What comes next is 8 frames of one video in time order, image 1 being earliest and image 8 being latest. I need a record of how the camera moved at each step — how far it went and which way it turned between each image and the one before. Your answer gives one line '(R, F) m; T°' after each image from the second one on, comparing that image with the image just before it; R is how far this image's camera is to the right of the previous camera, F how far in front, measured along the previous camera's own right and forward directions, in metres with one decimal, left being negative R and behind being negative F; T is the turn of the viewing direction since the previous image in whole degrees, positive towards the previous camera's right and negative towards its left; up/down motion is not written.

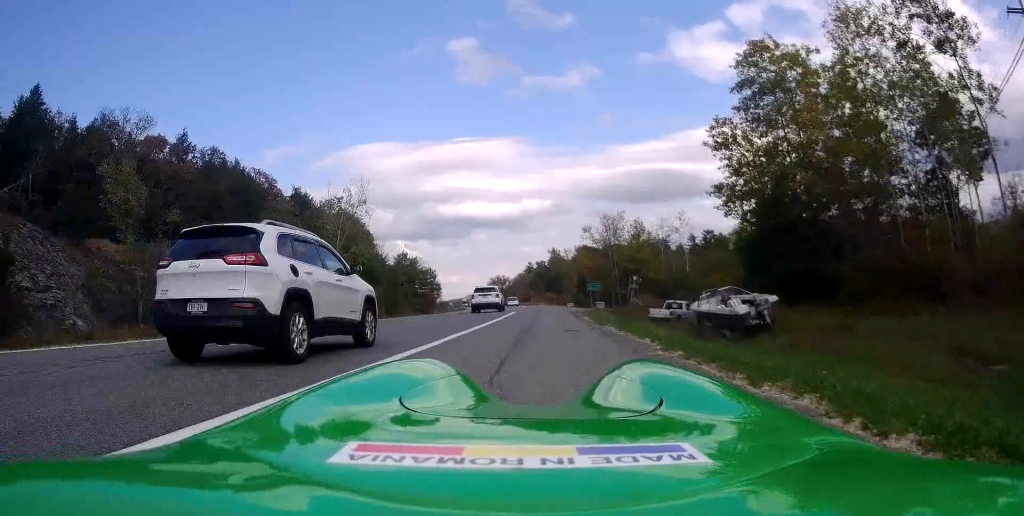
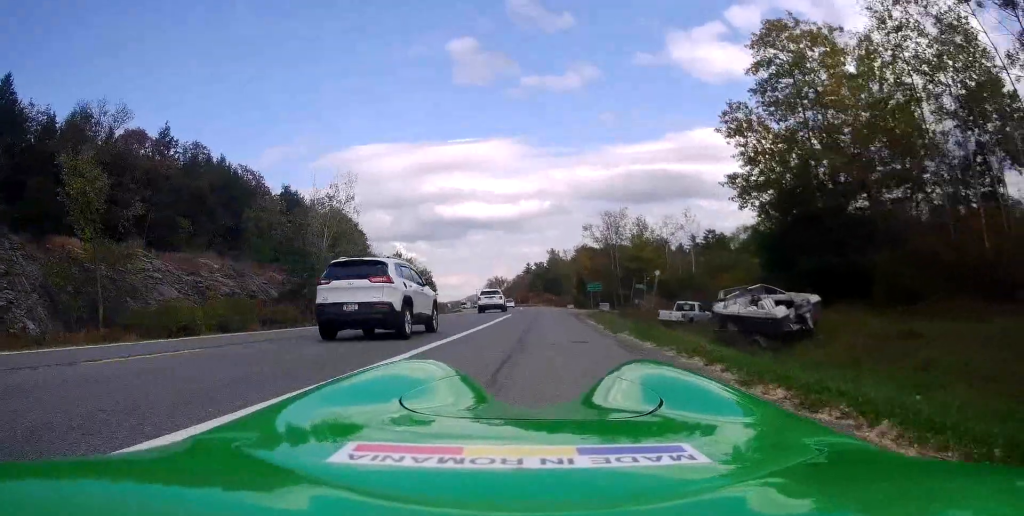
(+0.2, +3.5) m; 0°
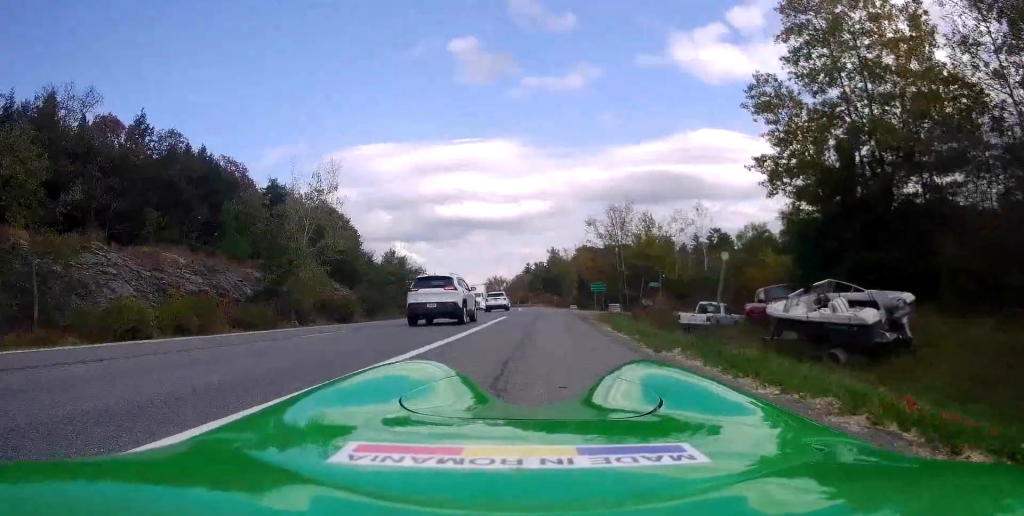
(-0.3, +5.1) m; -2°
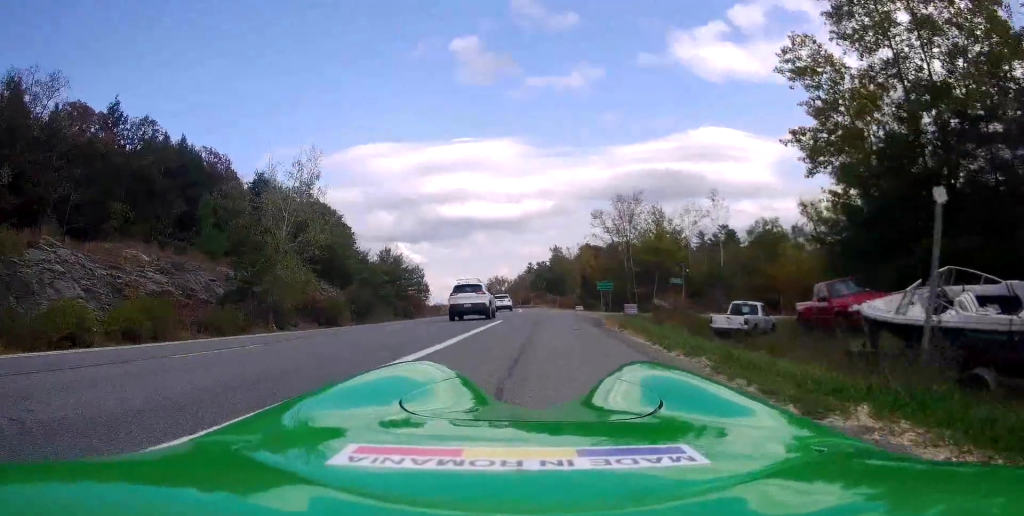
(-0.1, +5.1) m; -1°
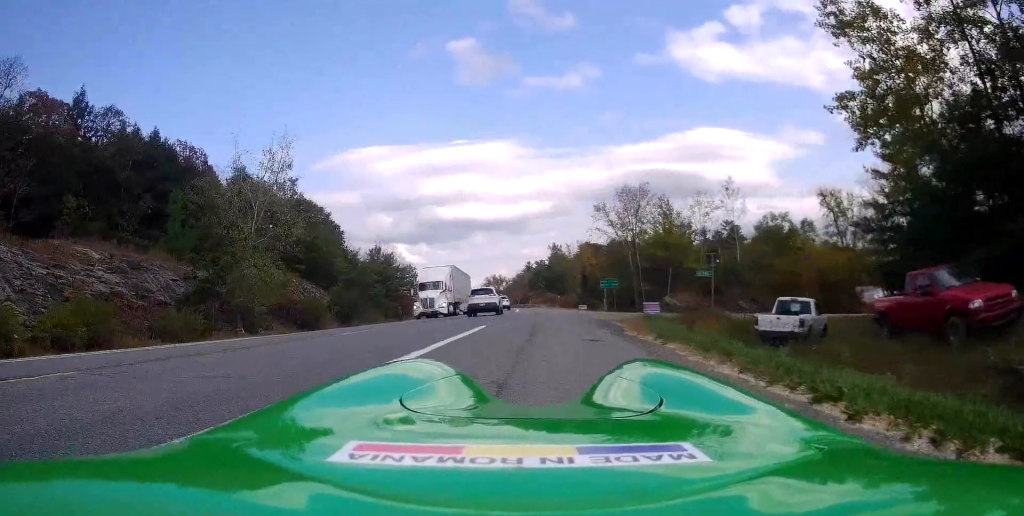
(0.0, +5.5) m; 0°
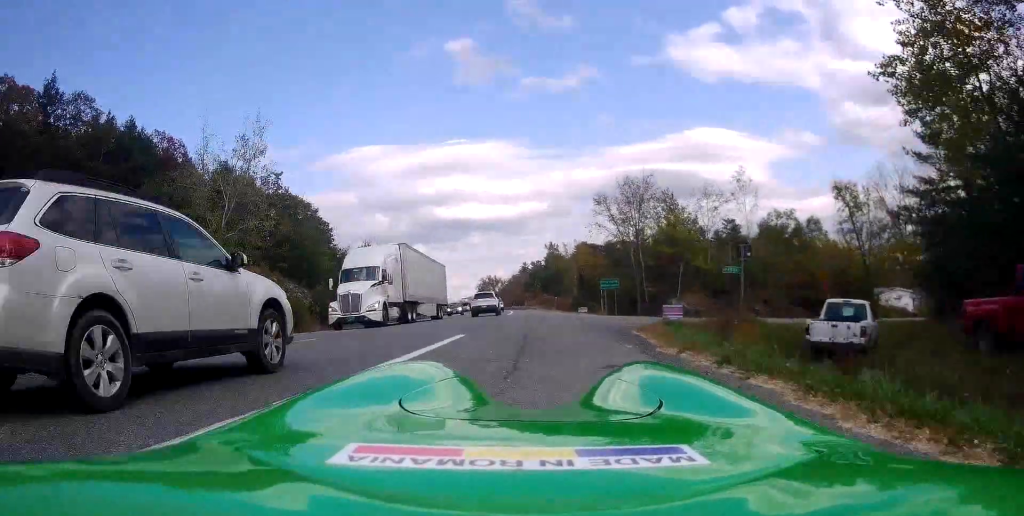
(0.0, +4.2) m; 0°
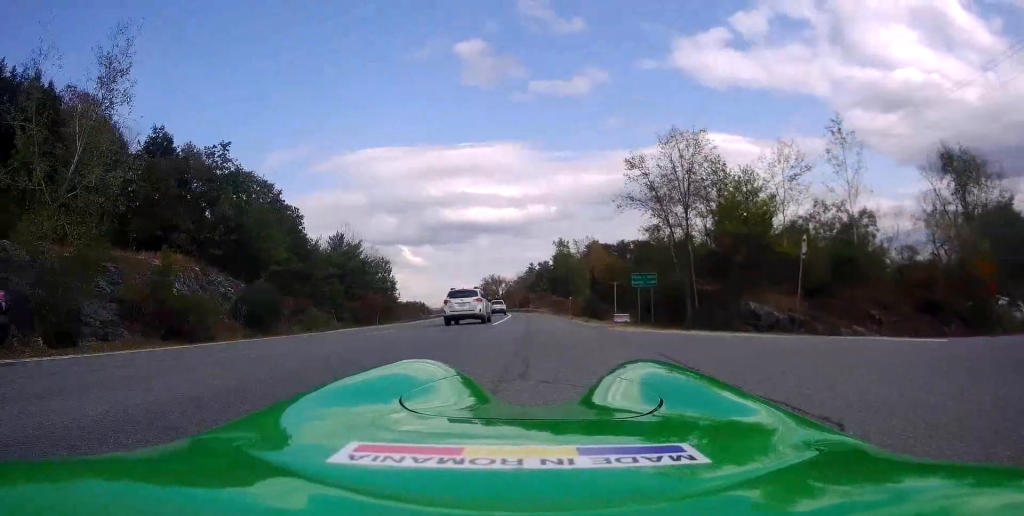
(-0.4, +16.9) m; -1°
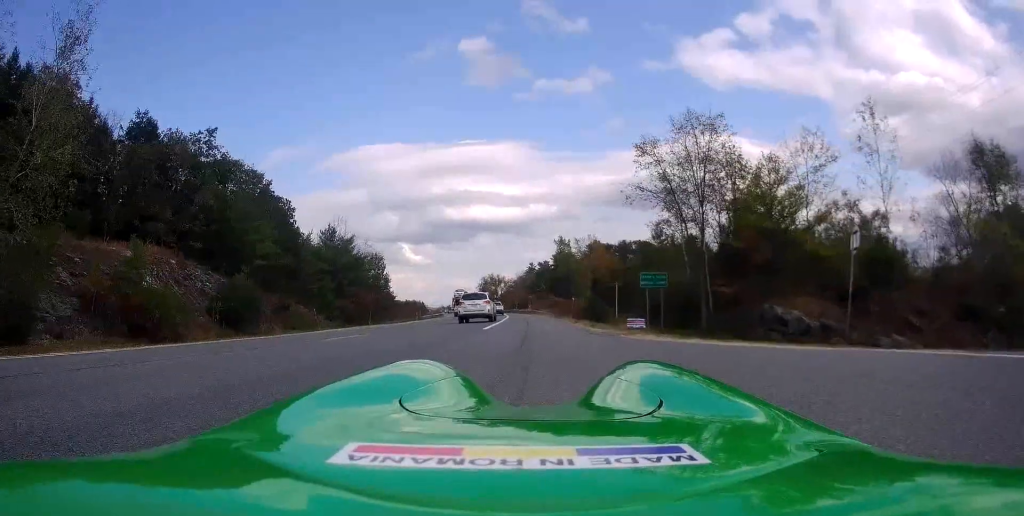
(0.0, +3.6) m; 0°
